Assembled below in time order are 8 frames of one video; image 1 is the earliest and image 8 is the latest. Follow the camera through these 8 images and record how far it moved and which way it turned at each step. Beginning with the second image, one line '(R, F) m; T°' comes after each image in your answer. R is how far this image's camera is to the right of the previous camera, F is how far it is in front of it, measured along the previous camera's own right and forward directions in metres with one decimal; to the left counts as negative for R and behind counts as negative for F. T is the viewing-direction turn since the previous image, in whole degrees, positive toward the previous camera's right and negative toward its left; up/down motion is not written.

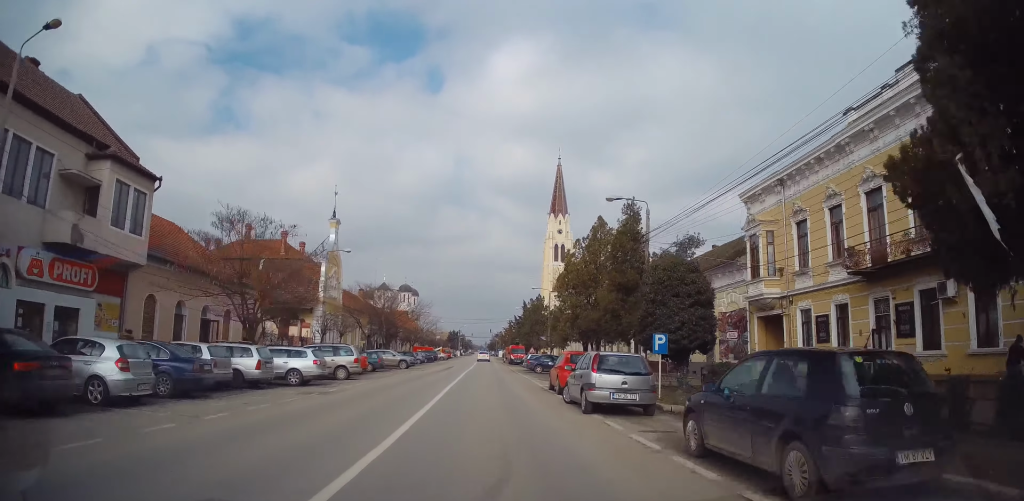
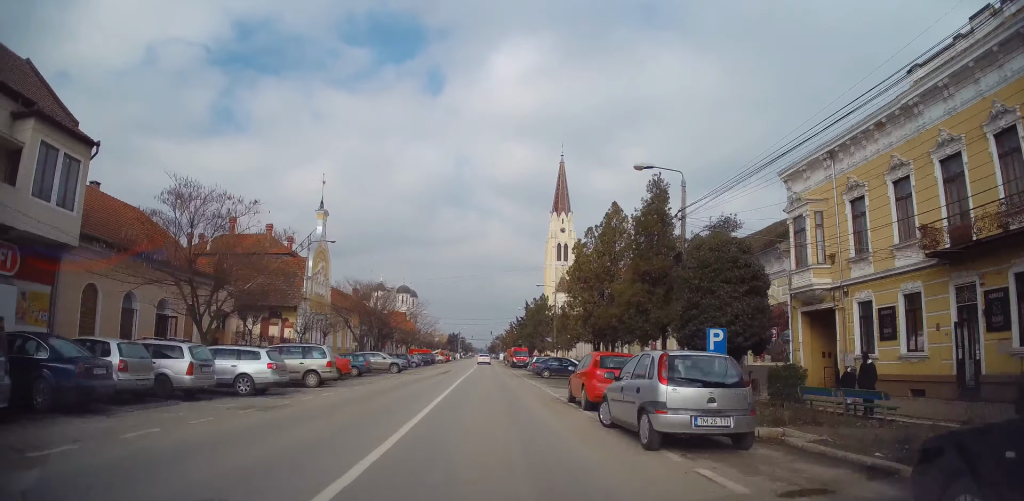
(0.0, +4.5) m; 0°
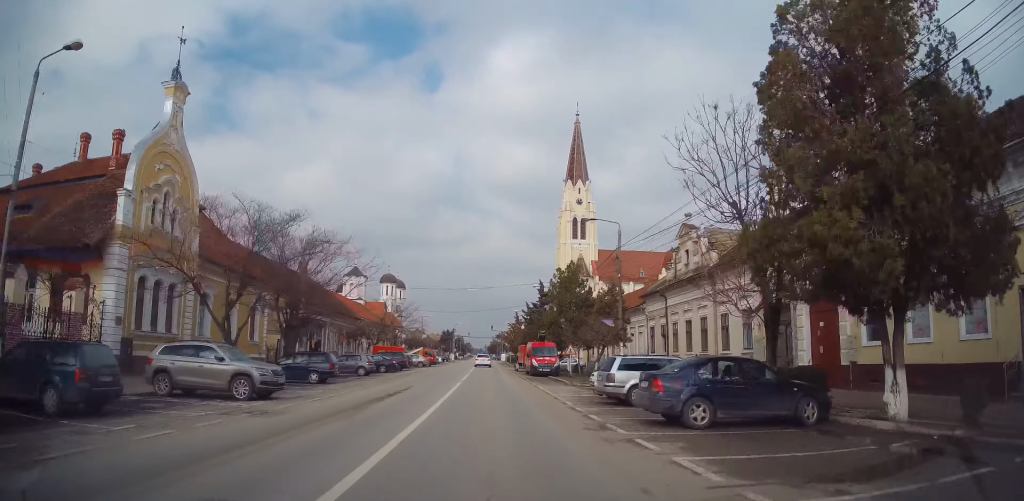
(-0.2, +25.8) m; -1°
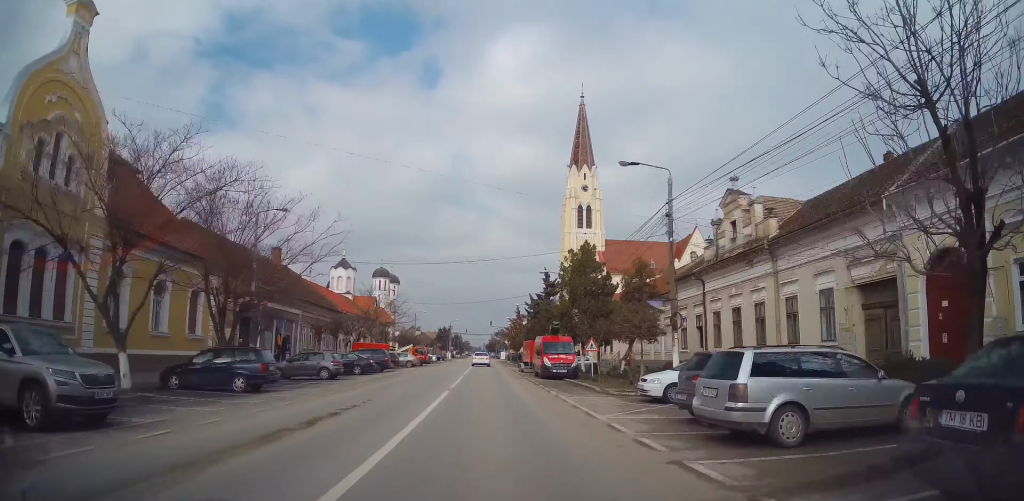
(0.0, +8.1) m; 0°
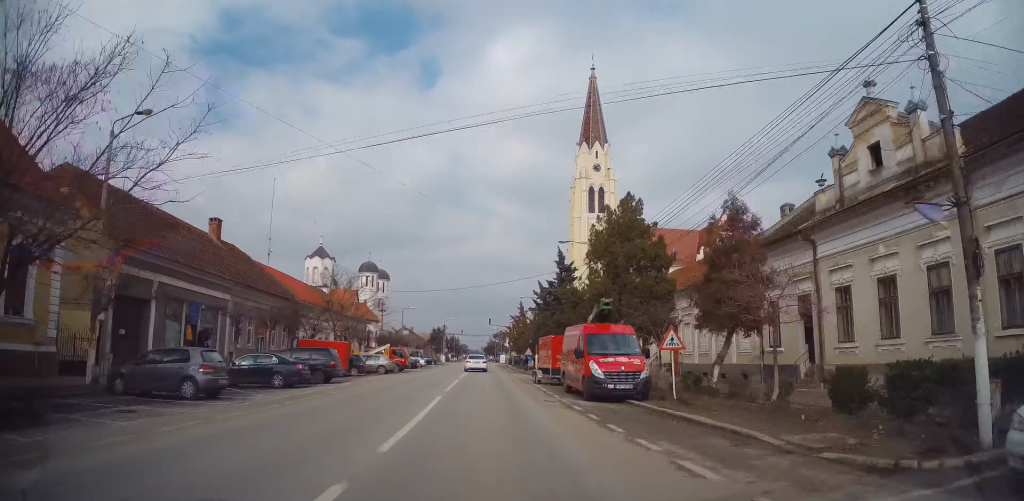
(0.0, +13.3) m; +1°
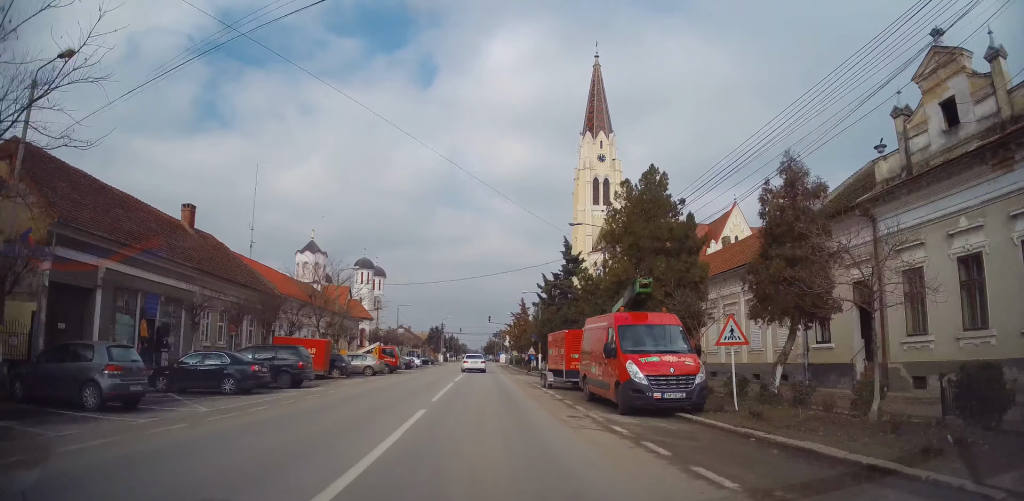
(0.0, +4.3) m; 0°
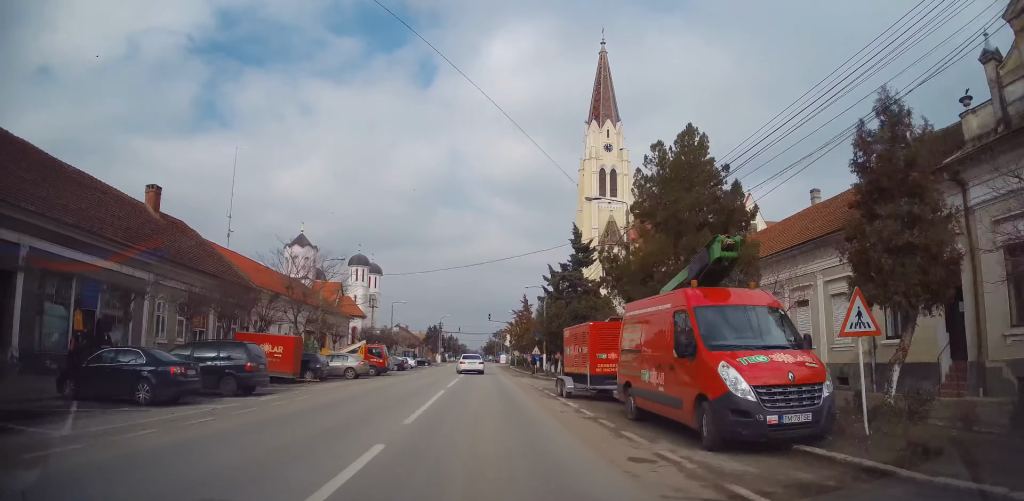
(0.0, +4.8) m; -1°
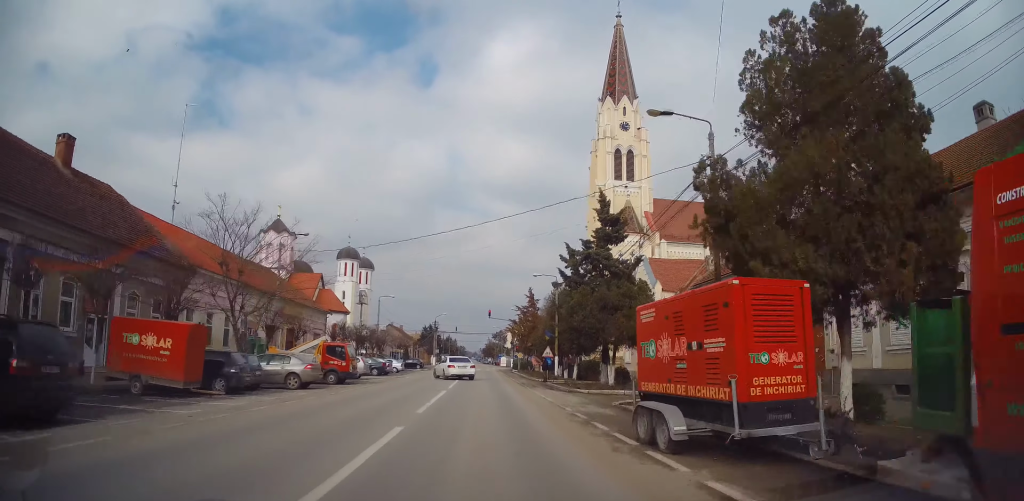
(-0.2, +9.2) m; 0°
